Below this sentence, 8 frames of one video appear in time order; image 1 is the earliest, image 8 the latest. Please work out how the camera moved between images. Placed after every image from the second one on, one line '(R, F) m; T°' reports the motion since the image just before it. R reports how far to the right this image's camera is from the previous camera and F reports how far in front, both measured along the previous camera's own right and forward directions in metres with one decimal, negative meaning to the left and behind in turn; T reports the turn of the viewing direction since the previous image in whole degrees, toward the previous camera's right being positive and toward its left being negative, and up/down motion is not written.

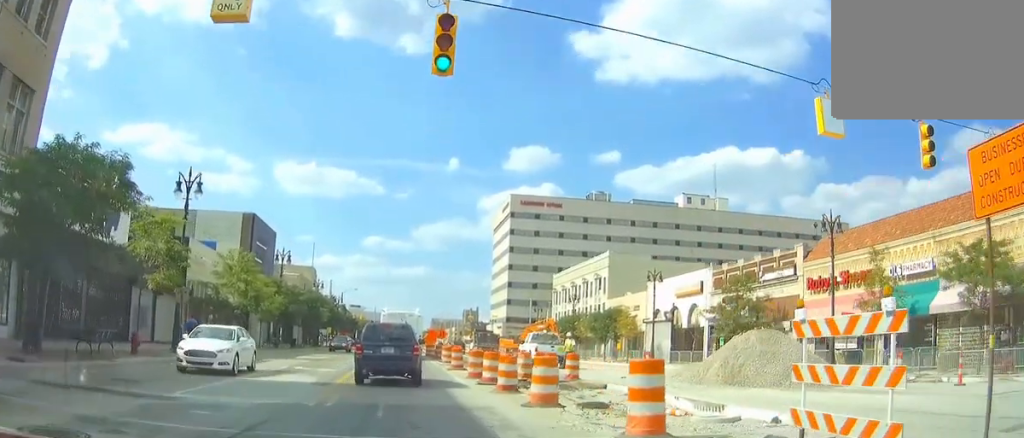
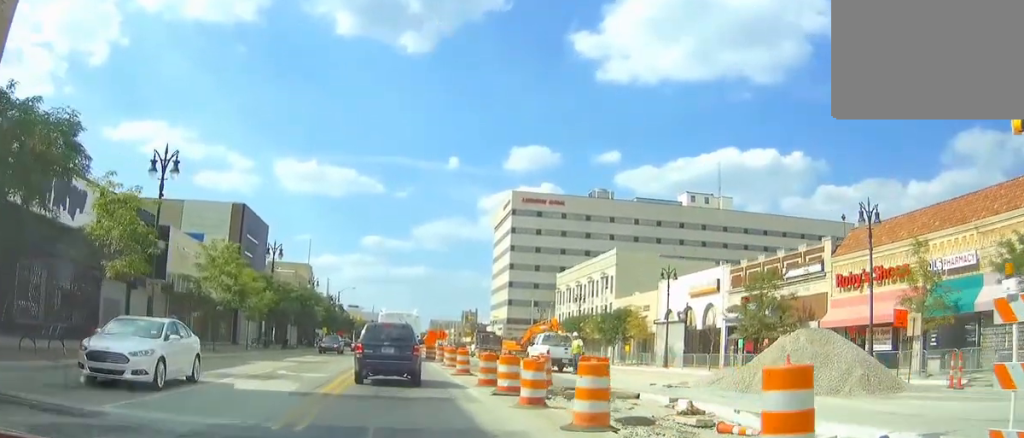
(0.0, +3.9) m; 0°
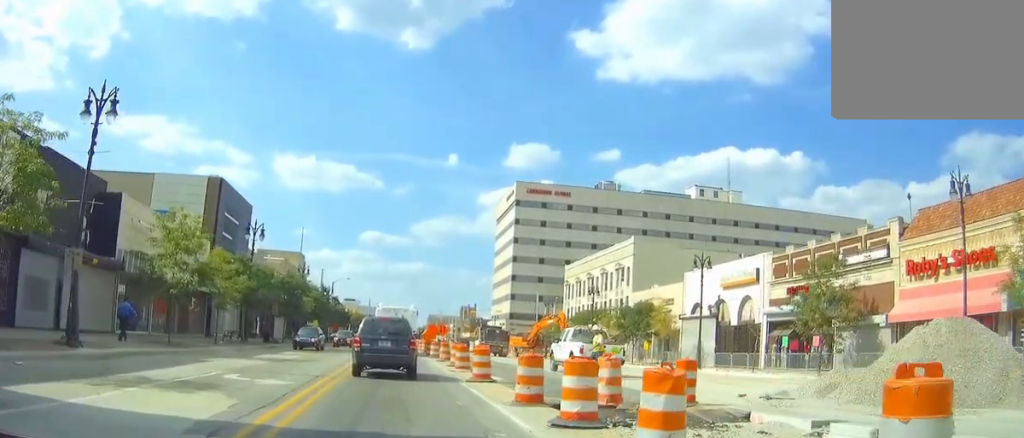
(-0.1, +8.1) m; -1°
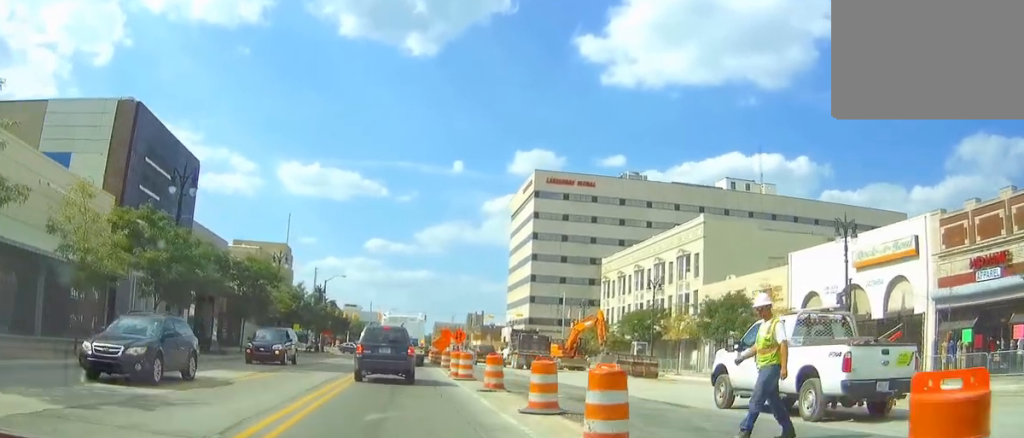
(-0.3, +19.7) m; -1°
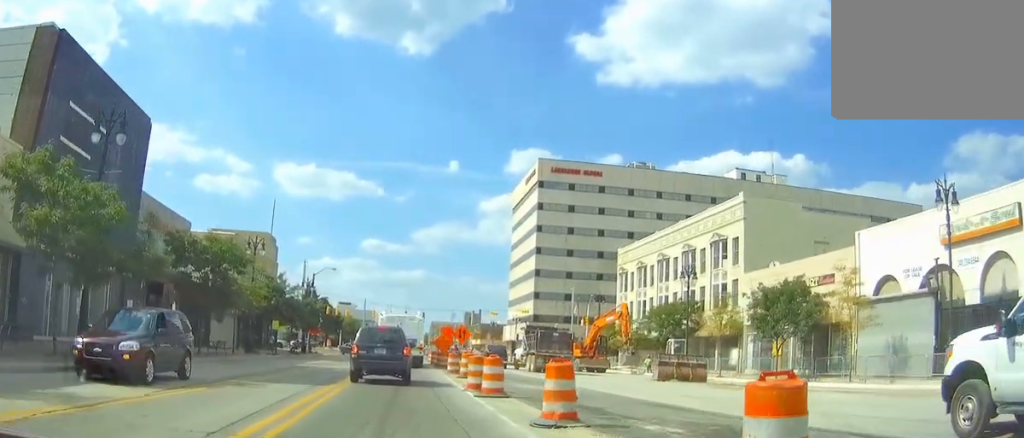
(0.0, +8.8) m; 0°
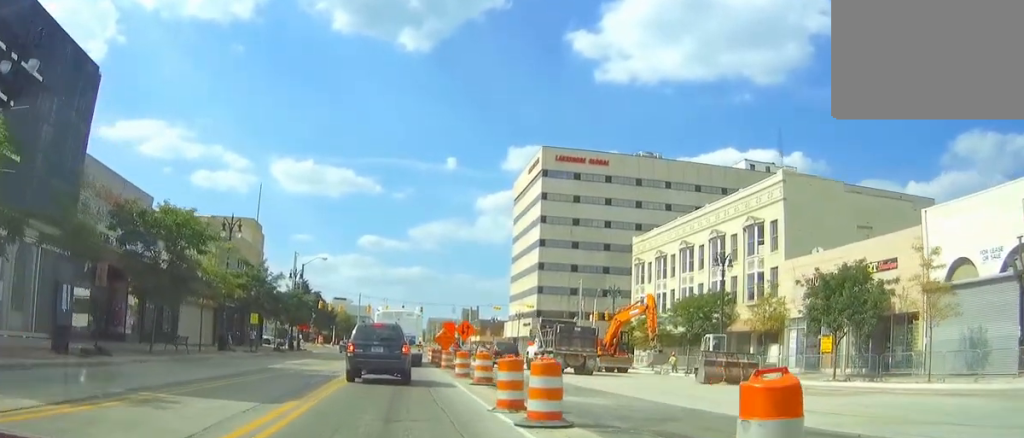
(0.0, +6.5) m; 0°
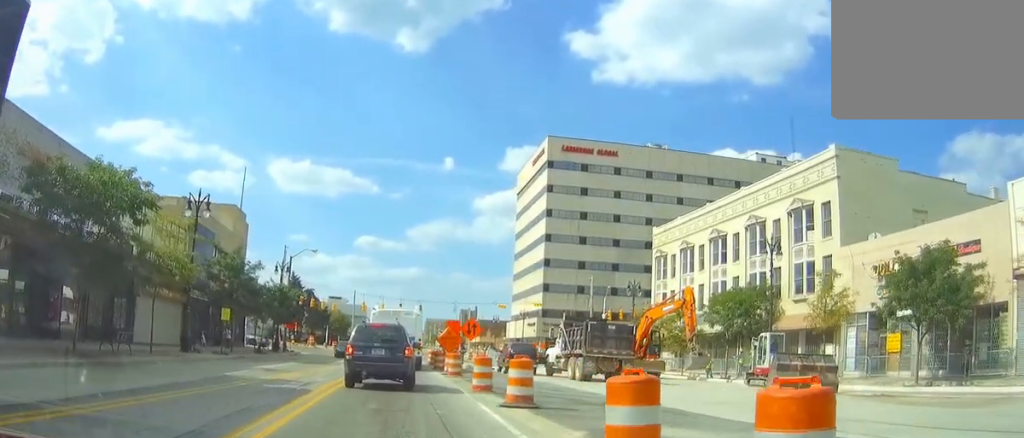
(0.0, +6.5) m; 0°
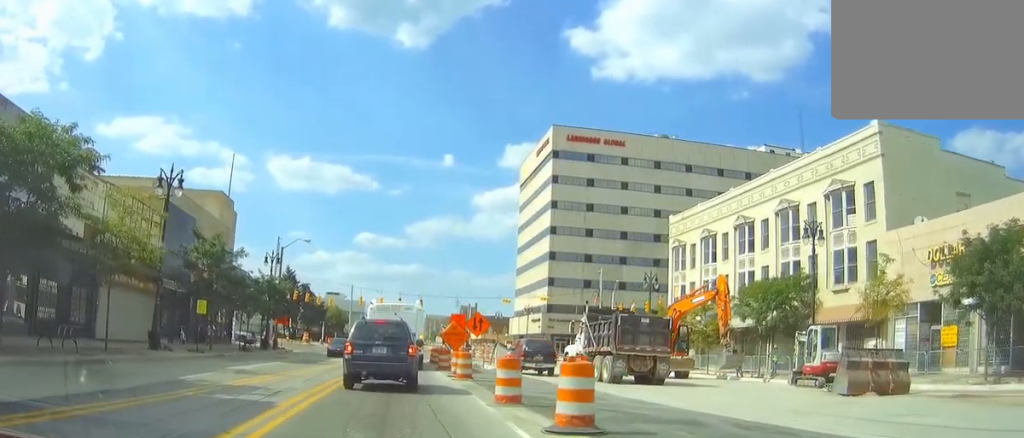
(0.0, +4.2) m; 0°
